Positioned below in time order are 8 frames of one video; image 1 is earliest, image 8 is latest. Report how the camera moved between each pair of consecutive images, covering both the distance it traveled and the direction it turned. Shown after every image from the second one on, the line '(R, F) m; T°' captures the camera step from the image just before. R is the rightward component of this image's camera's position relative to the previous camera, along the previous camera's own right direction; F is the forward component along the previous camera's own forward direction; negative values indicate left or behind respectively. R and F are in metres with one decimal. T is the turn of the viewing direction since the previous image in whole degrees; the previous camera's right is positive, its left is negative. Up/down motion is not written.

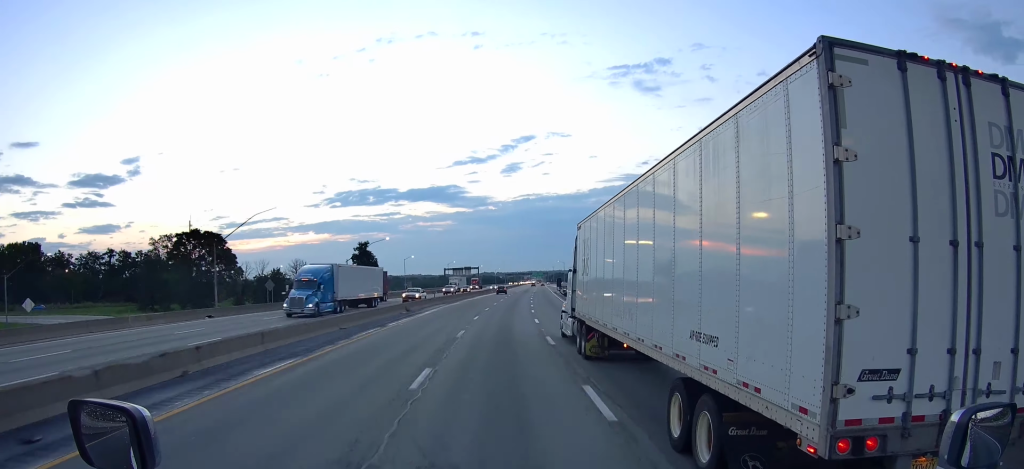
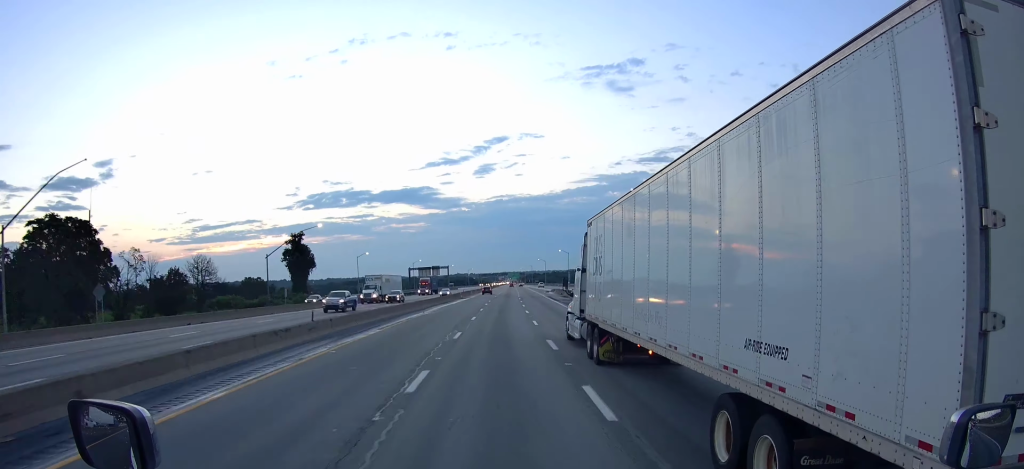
(+1.0, +37.2) m; +2°
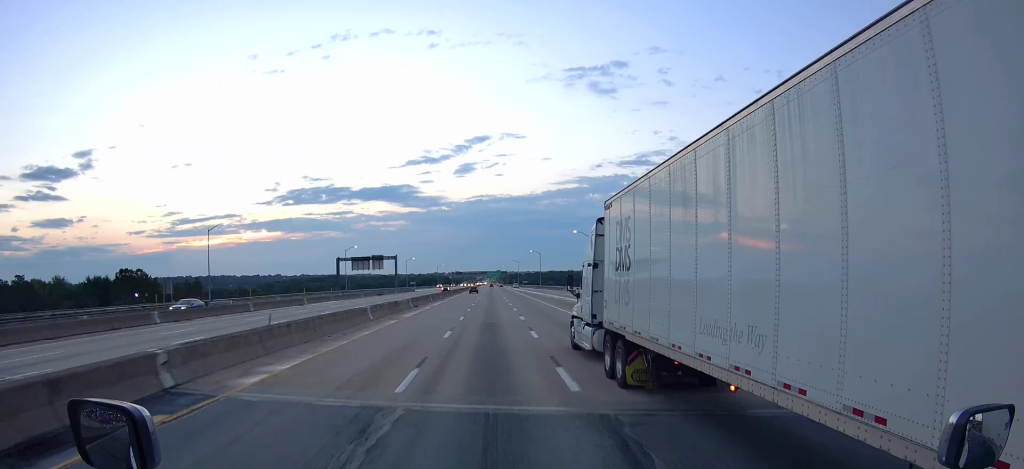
(+2.7, +85.7) m; +2°
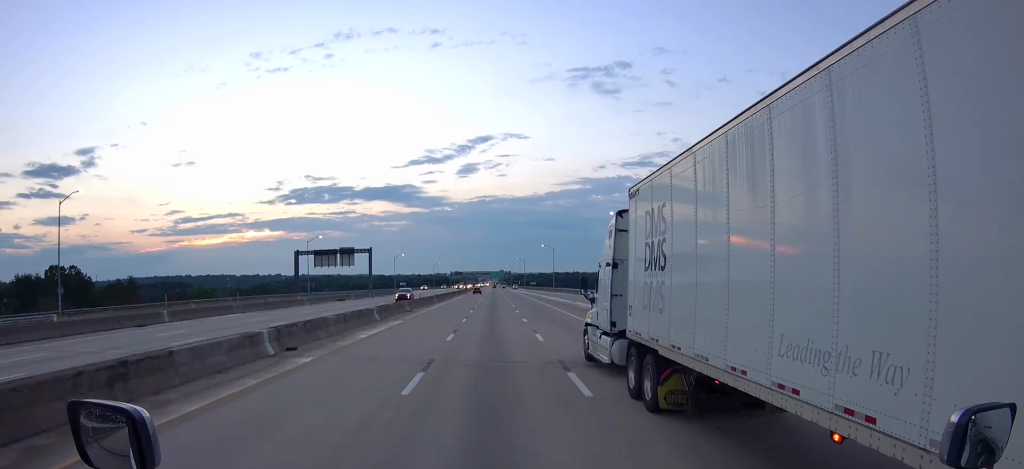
(+0.2, +37.1) m; 0°
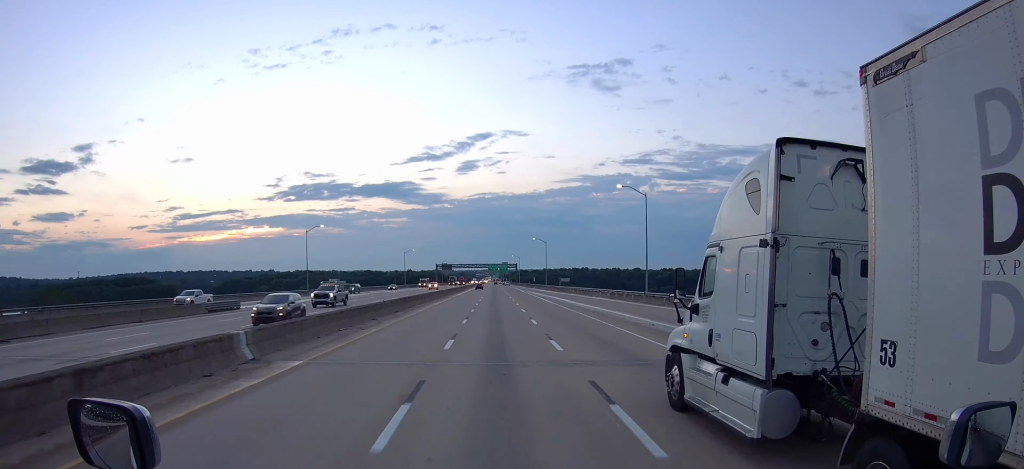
(-0.7, +102.4) m; 0°
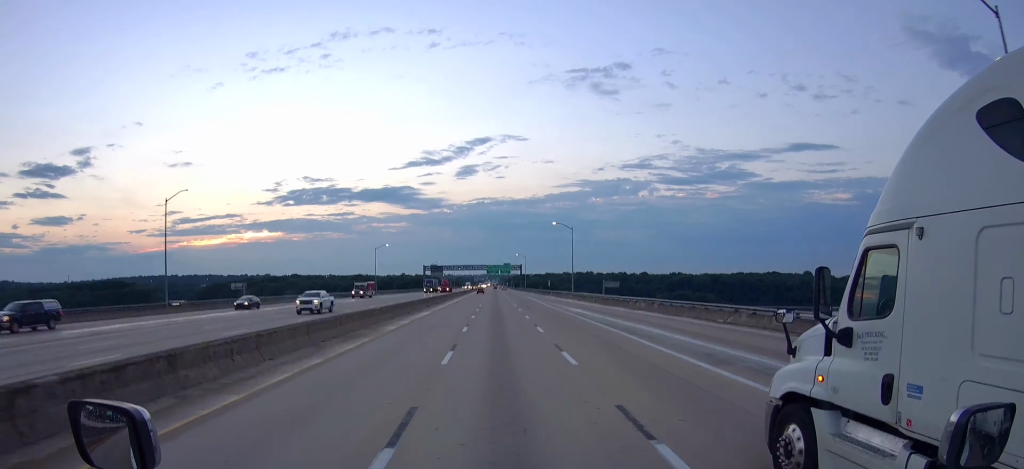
(-0.3, +51.2) m; 0°
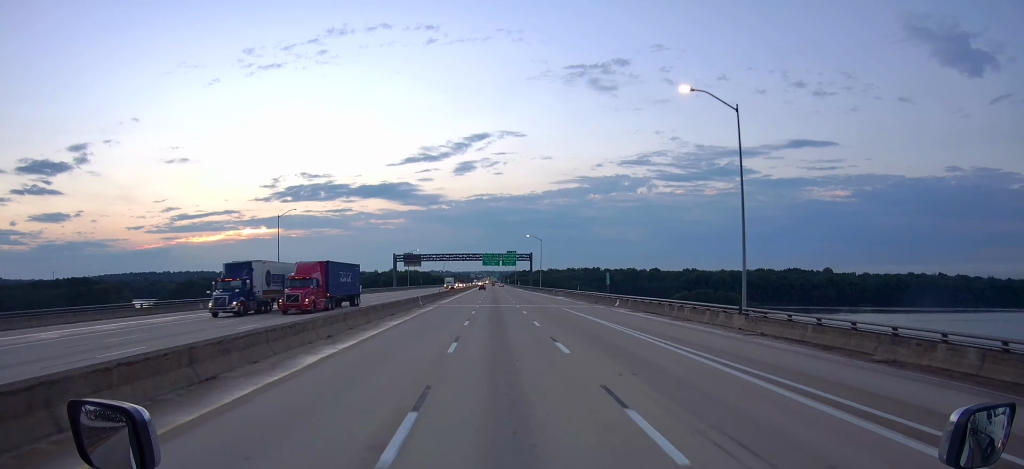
(+0.4, +71.1) m; 0°
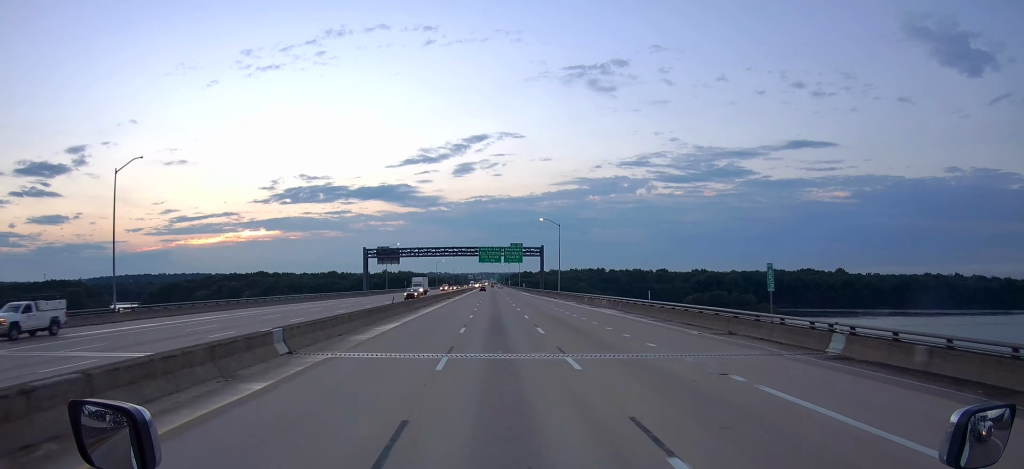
(+0.1, +39.8) m; 0°
